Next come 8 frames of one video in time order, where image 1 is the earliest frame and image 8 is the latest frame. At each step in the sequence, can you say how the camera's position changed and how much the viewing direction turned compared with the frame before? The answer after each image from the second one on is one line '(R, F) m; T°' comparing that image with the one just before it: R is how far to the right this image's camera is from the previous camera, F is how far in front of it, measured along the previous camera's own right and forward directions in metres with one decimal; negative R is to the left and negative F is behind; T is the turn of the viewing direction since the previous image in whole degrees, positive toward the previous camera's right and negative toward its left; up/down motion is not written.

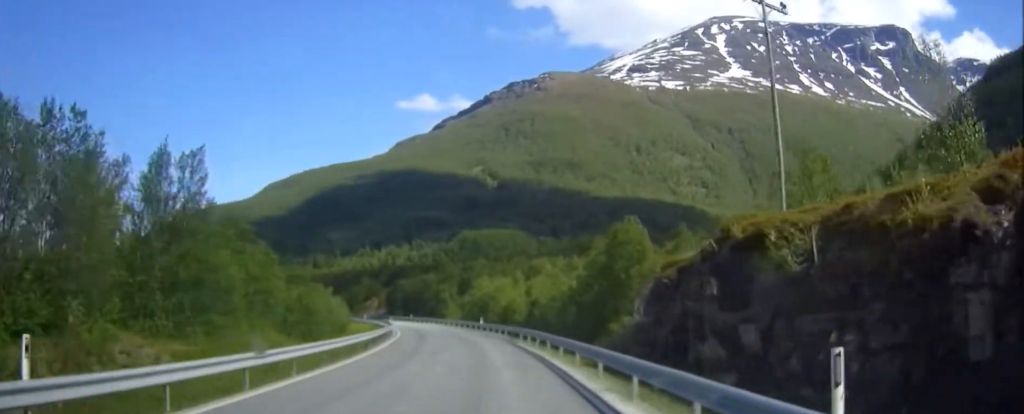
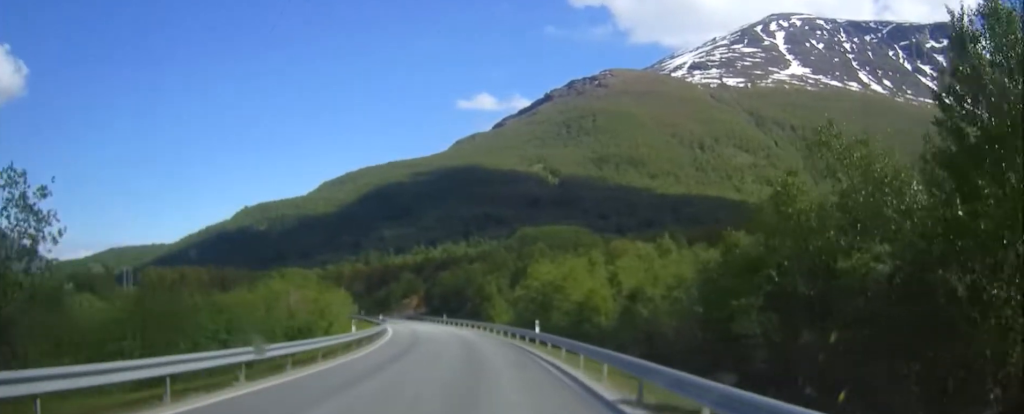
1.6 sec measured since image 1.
(-1.4, +32.0) m; -4°
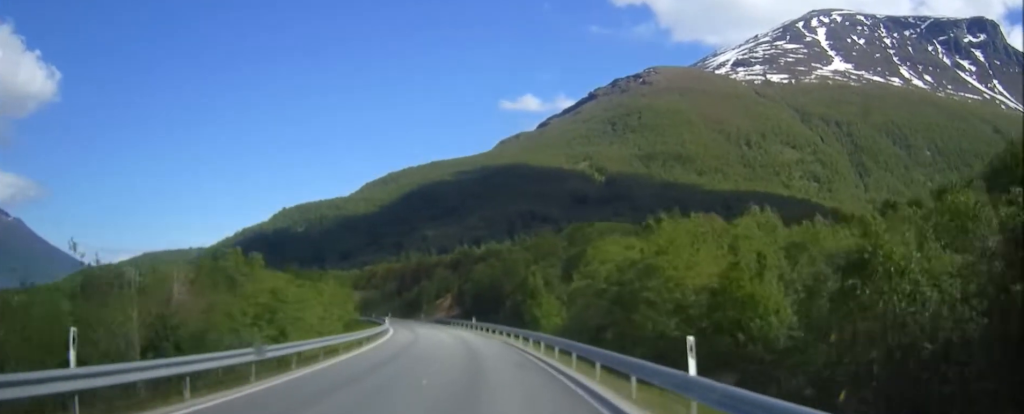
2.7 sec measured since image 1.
(-0.7, +23.1) m; -4°
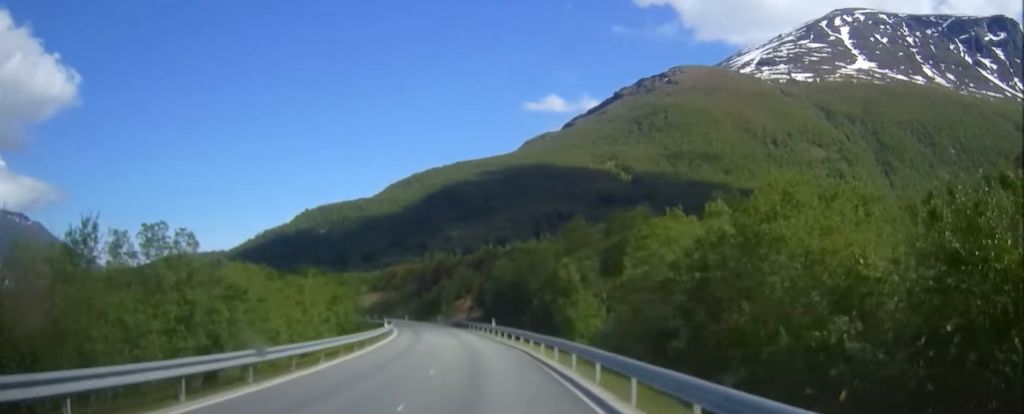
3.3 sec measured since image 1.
(-0.3, +12.2) m; -2°
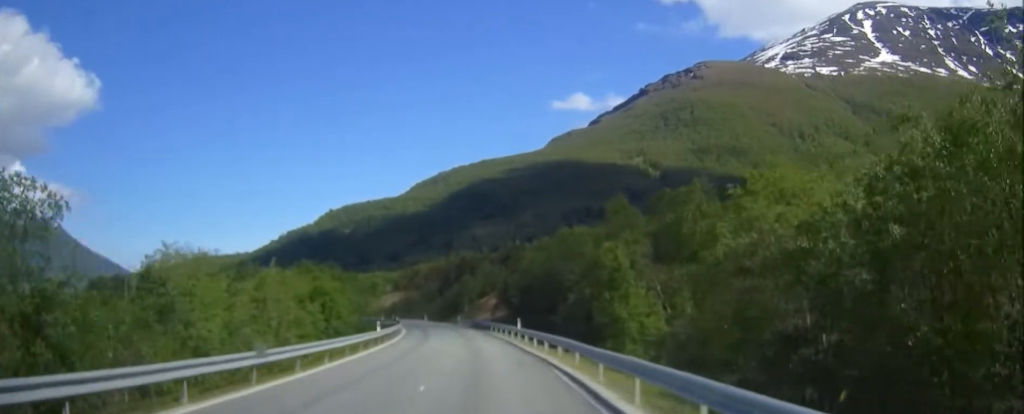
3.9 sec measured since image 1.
(-0.2, +12.2) m; -1°
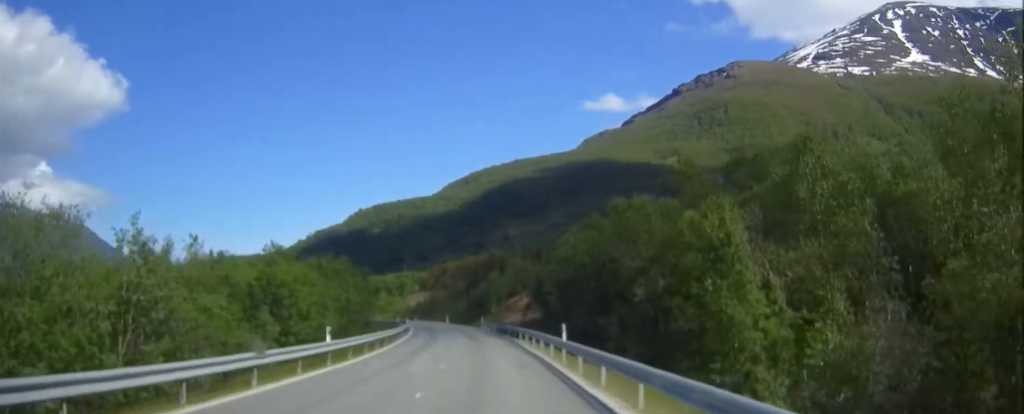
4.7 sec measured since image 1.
(-0.2, +16.3) m; -3°
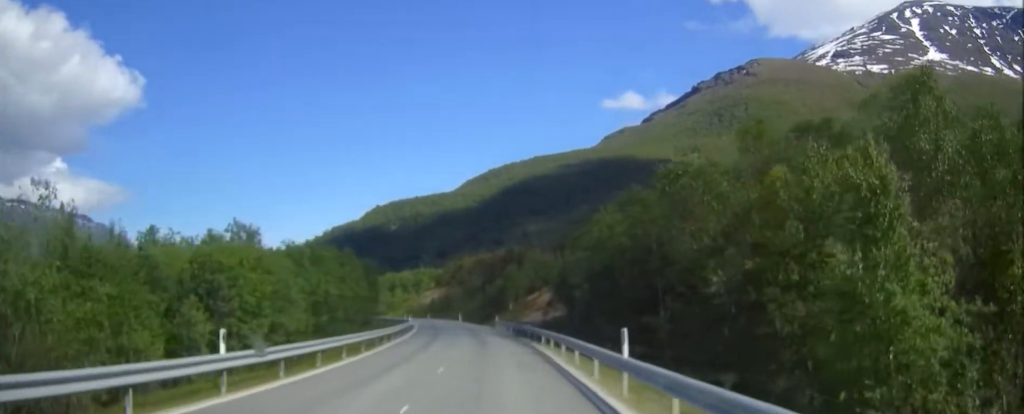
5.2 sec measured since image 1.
(-0.3, +10.2) m; -2°
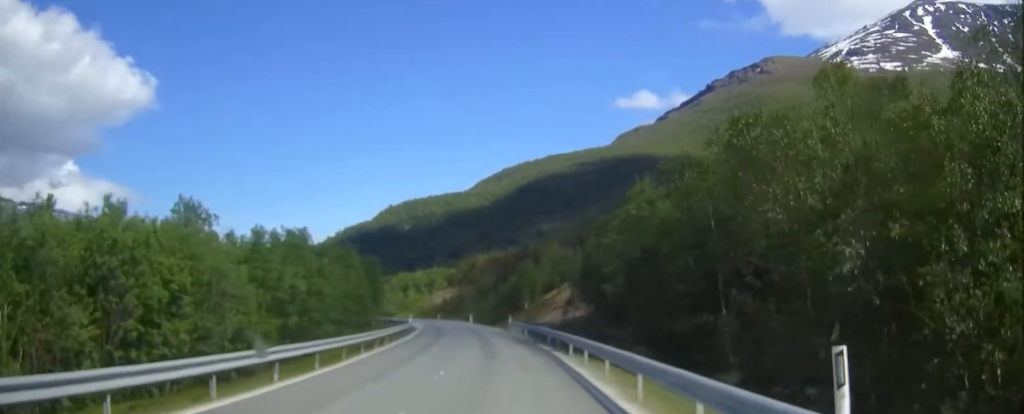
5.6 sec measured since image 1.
(-0.4, +8.9) m; -2°
